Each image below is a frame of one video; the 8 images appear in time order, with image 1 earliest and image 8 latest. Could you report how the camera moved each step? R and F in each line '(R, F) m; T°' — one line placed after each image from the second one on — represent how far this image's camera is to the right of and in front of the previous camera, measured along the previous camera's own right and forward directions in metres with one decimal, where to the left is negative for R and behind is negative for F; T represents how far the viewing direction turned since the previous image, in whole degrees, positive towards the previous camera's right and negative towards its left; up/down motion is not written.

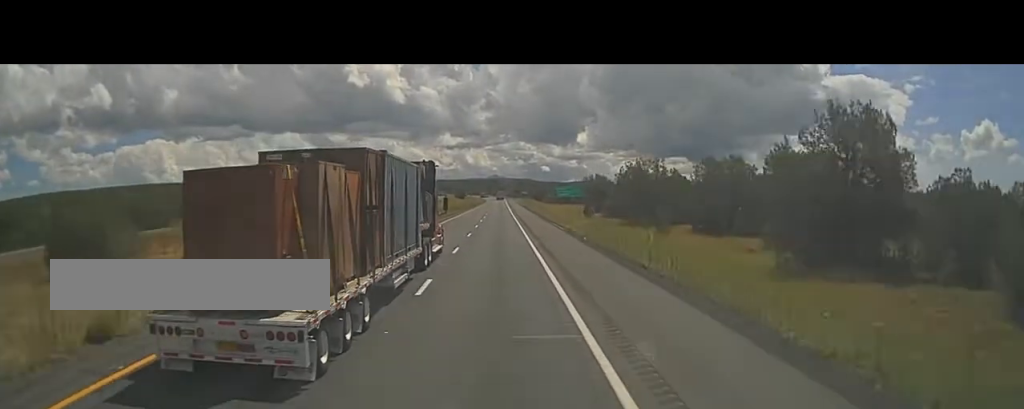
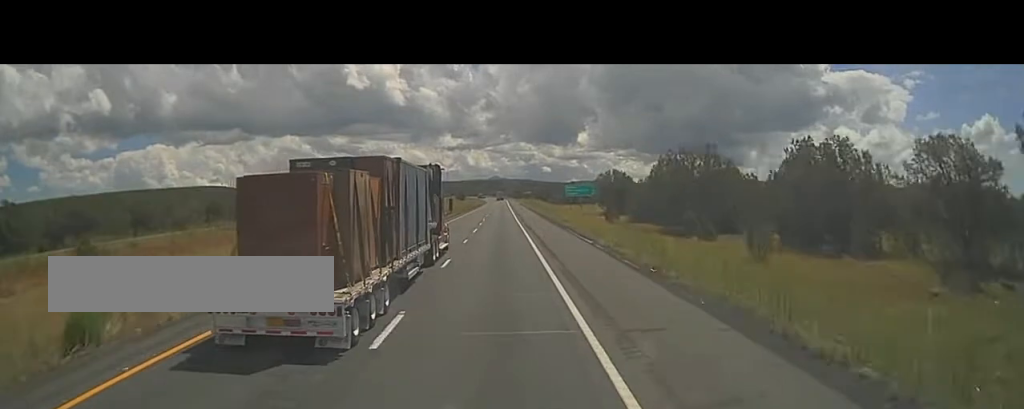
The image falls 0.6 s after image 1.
(-0.1, +17.3) m; 0°
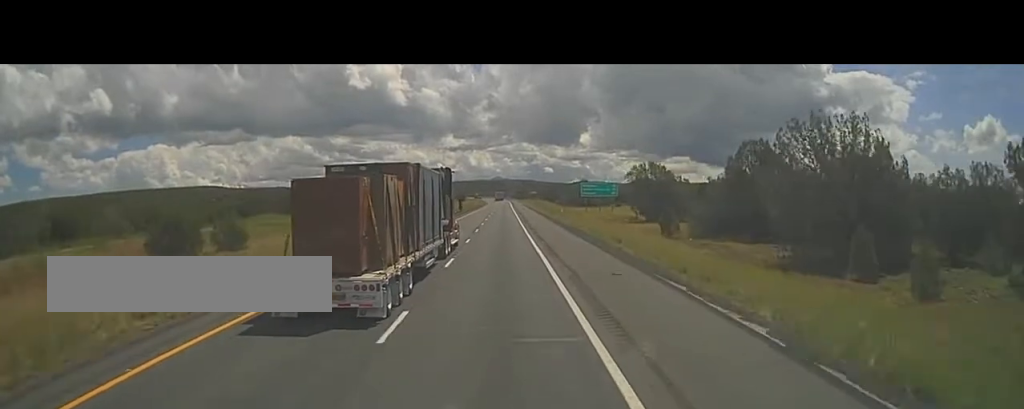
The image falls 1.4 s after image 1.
(-0.3, +24.1) m; -1°
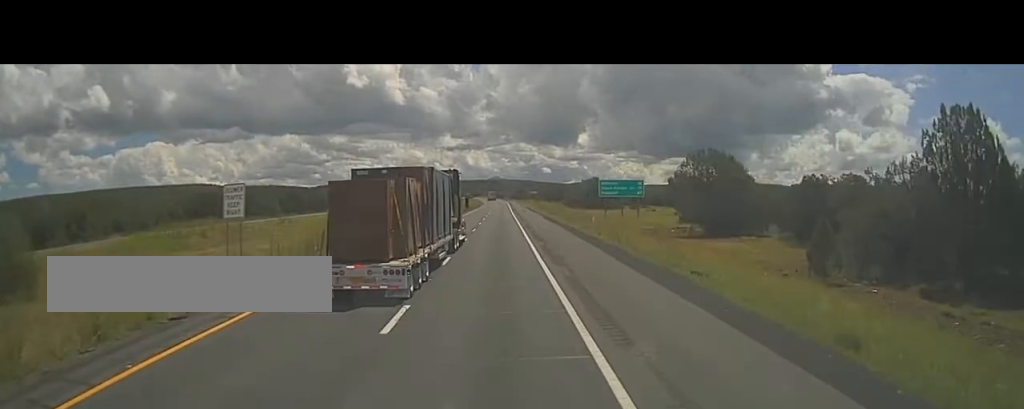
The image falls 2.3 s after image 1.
(0.0, +24.1) m; 0°
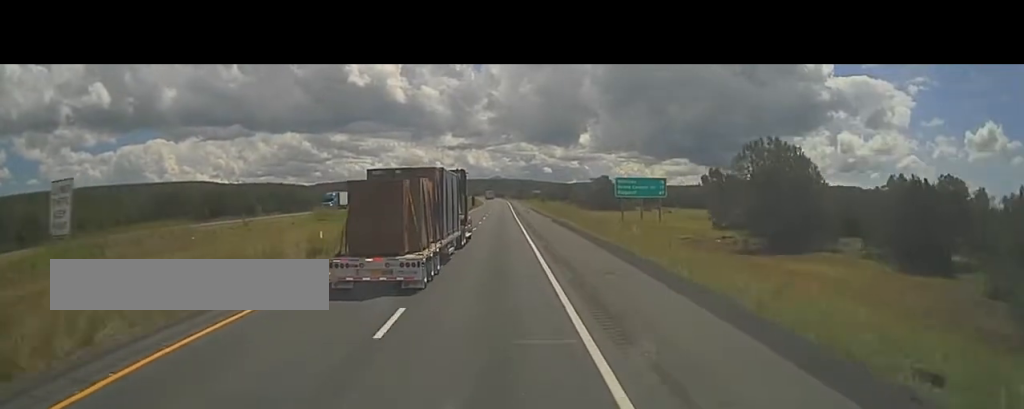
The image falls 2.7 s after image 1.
(0.0, +12.5) m; 0°
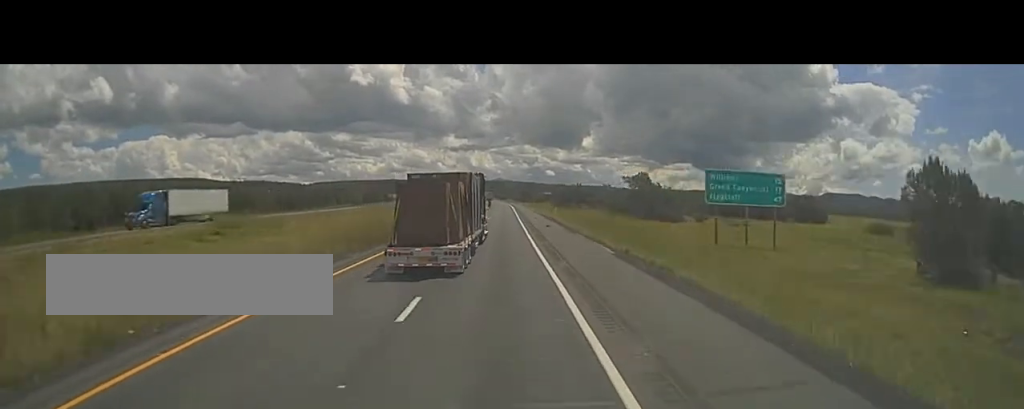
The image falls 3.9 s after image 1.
(0.0, +34.6) m; 0°
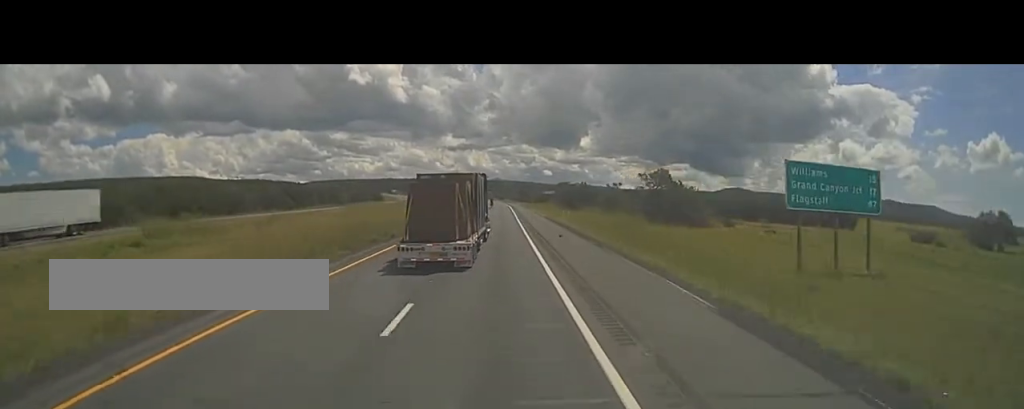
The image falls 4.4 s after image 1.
(0.0, +14.4) m; 0°
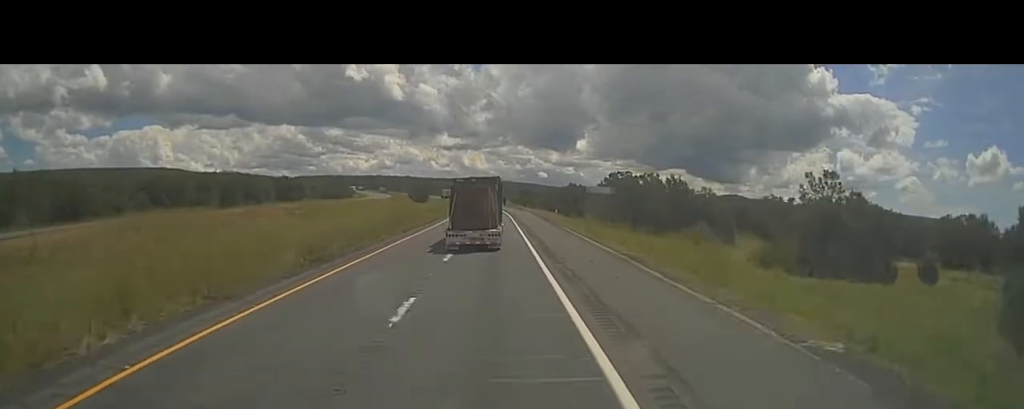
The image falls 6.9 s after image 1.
(+0.8, +71.4) m; 0°
